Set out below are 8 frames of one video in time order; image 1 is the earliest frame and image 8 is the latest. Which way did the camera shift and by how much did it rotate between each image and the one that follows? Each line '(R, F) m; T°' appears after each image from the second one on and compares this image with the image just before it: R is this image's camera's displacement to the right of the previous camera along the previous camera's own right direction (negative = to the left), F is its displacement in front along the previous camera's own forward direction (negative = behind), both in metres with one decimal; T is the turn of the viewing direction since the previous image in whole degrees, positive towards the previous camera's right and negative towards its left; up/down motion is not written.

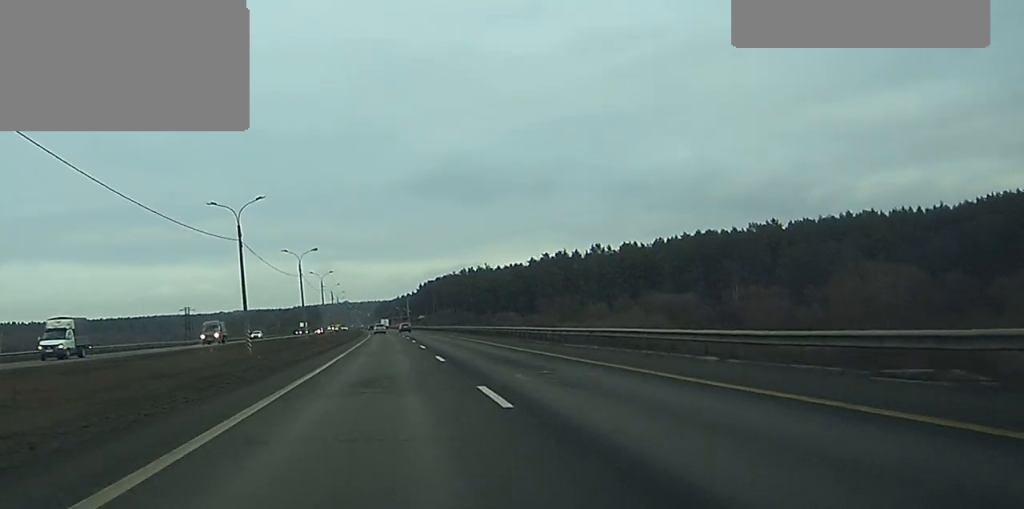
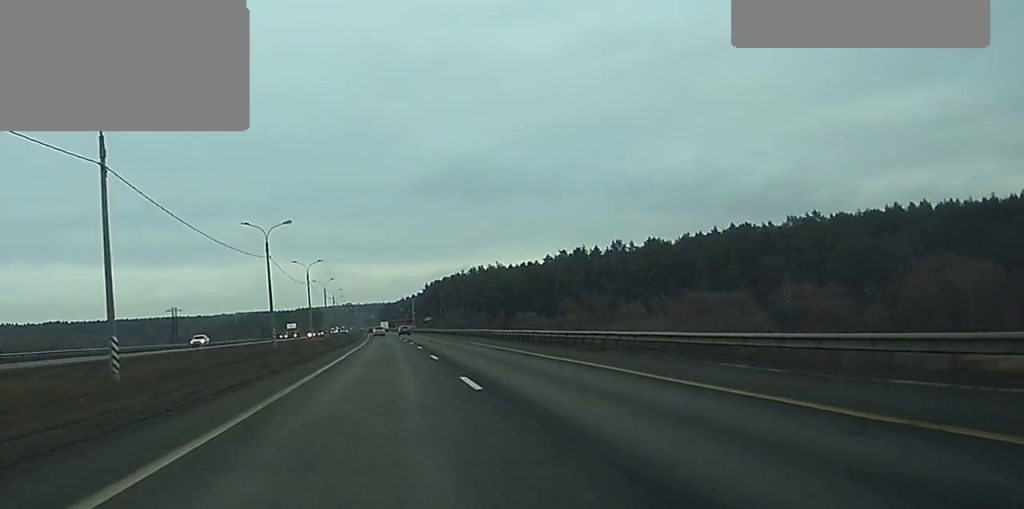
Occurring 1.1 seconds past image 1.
(0.0, +27.7) m; 0°
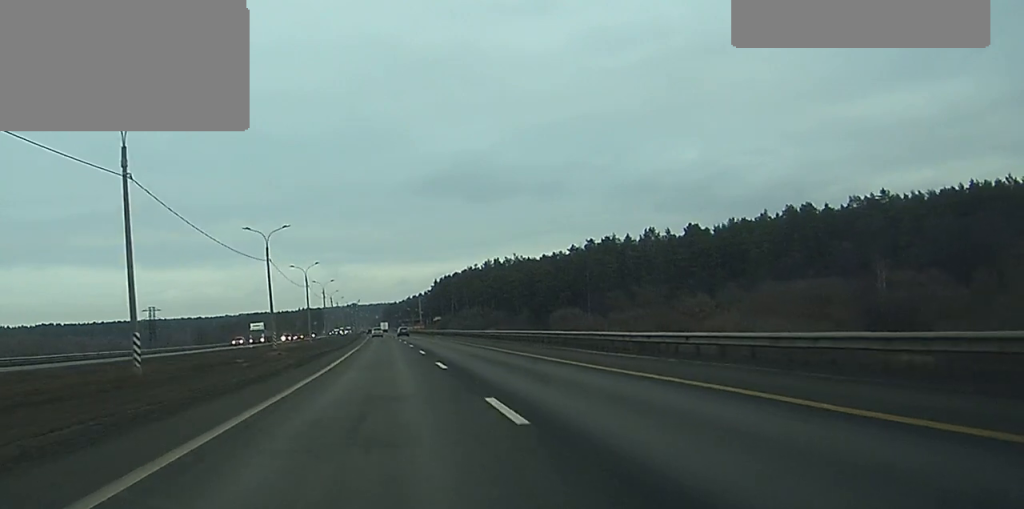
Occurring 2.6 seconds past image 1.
(-0.3, +37.8) m; -1°
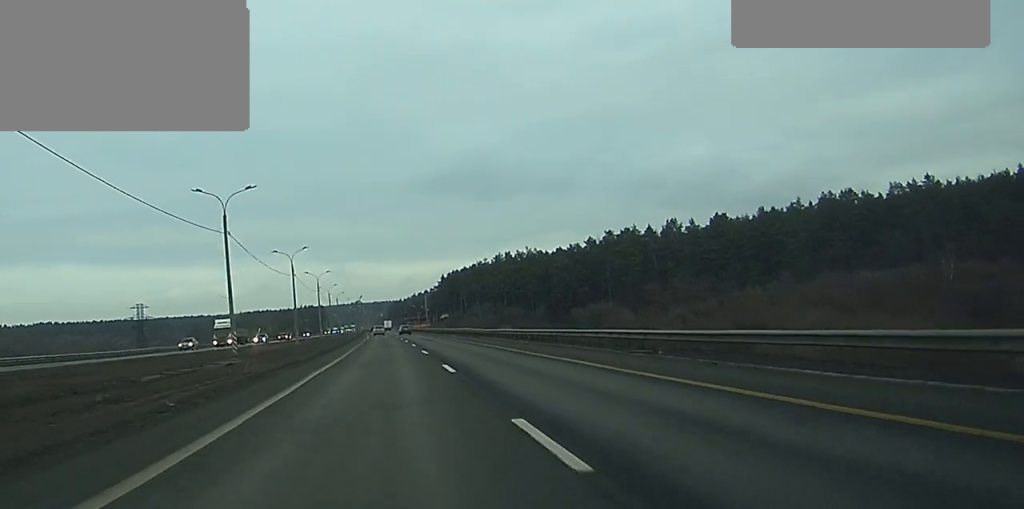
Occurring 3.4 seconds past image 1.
(-0.1, +19.4) m; 0°
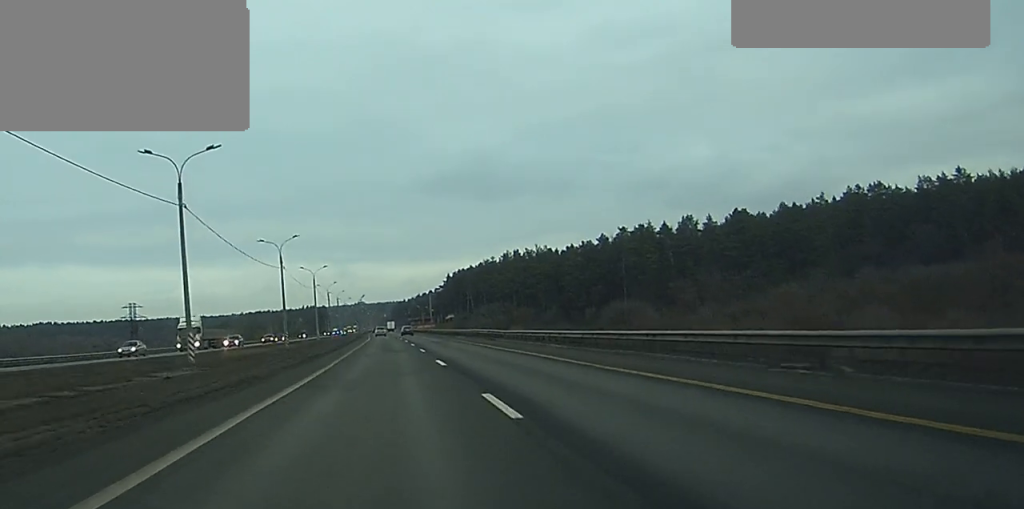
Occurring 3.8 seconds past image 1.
(-0.1, +11.8) m; 0°
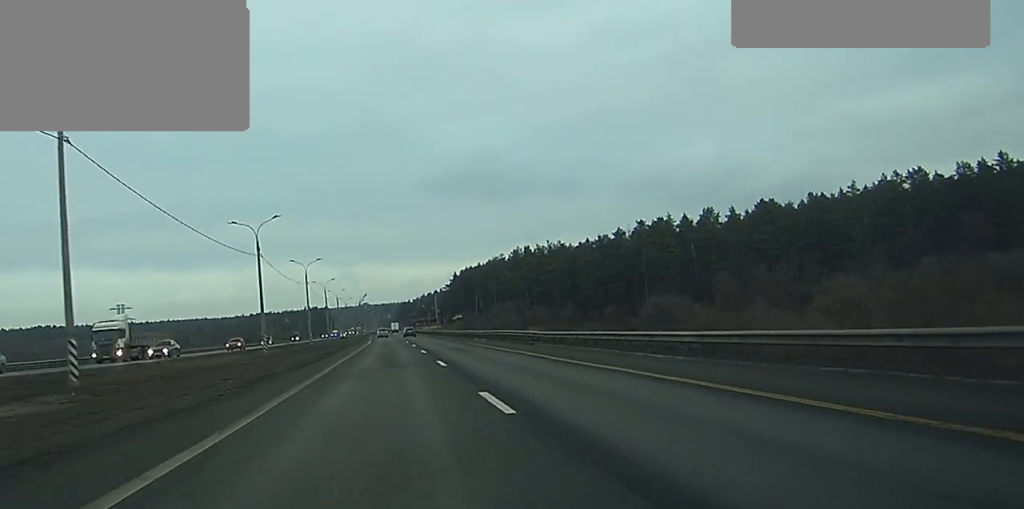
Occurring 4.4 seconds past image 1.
(0.0, +15.2) m; 0°
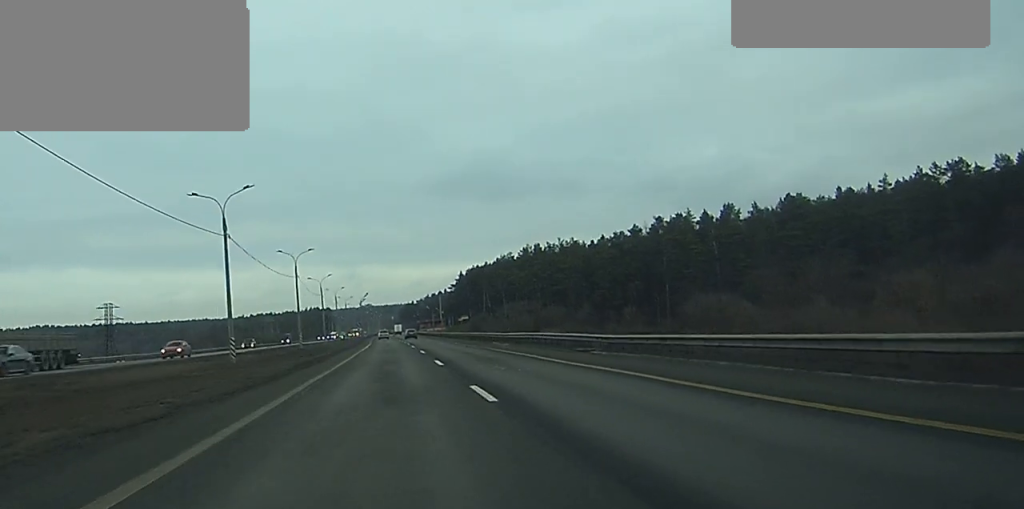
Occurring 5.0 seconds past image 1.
(0.0, +13.6) m; 0°
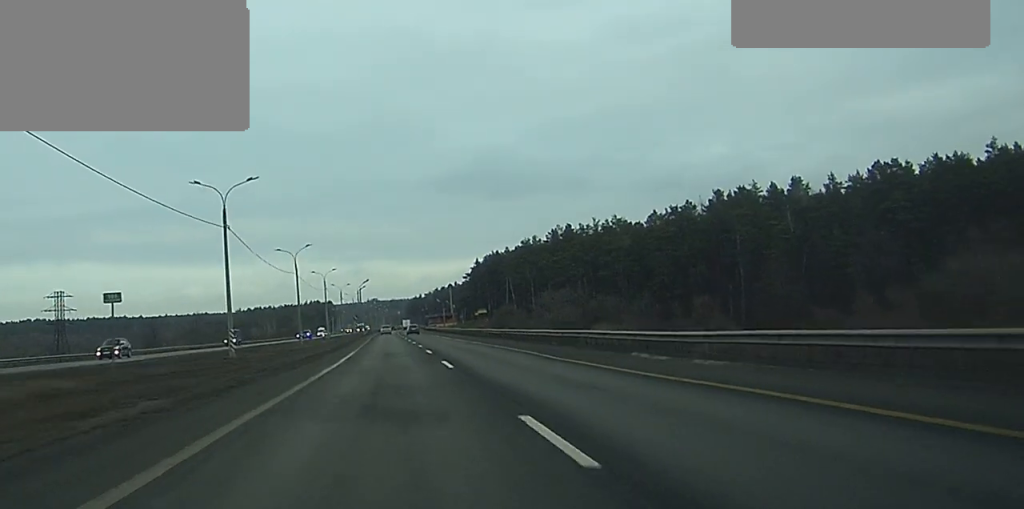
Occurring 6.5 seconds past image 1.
(-0.1, +39.2) m; 0°
